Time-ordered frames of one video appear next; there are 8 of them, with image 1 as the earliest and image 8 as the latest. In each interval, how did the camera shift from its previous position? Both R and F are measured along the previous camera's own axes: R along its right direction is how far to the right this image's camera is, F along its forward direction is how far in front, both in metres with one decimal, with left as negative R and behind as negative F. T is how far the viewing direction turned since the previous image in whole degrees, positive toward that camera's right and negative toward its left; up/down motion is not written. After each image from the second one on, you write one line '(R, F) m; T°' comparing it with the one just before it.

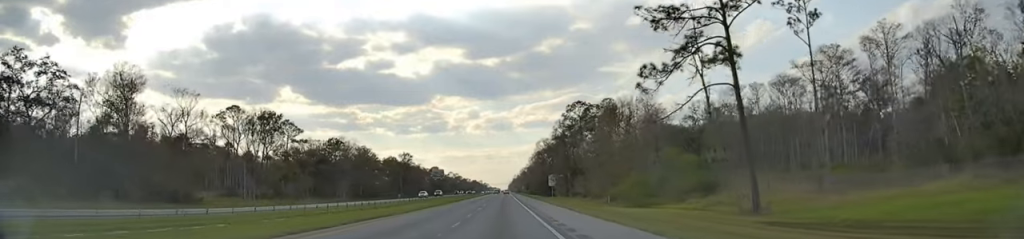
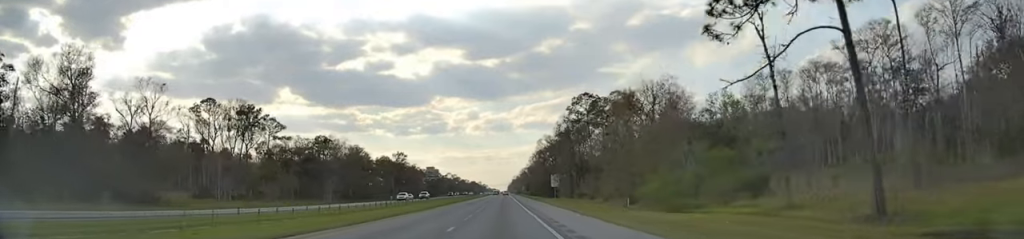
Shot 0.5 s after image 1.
(+0.1, +14.6) m; 0°
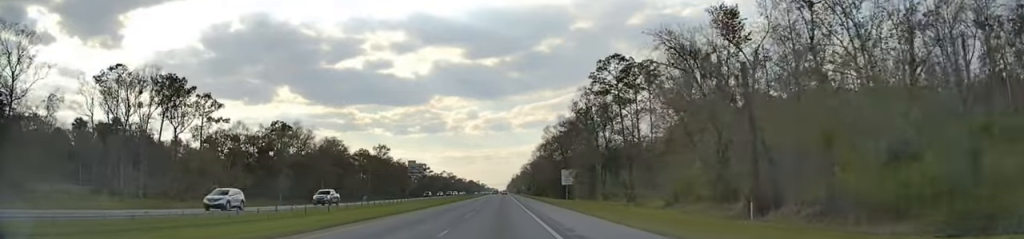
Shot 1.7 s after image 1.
(+0.2, +39.7) m; 0°
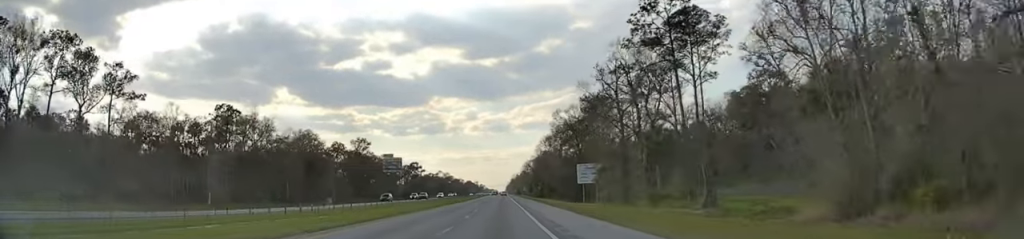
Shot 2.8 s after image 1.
(0.0, +34.5) m; 0°
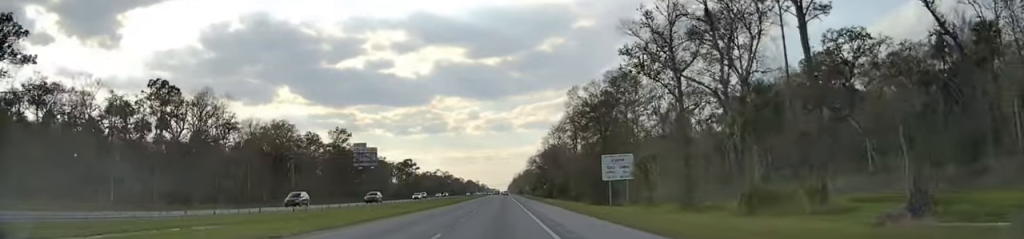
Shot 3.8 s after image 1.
(-0.1, +29.4) m; 0°
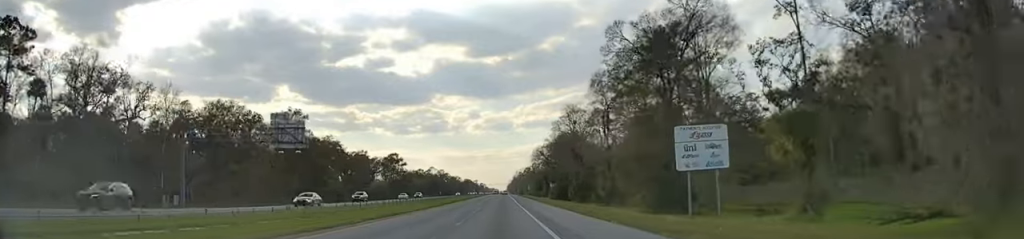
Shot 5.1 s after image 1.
(+0.1, +40.6) m; 0°
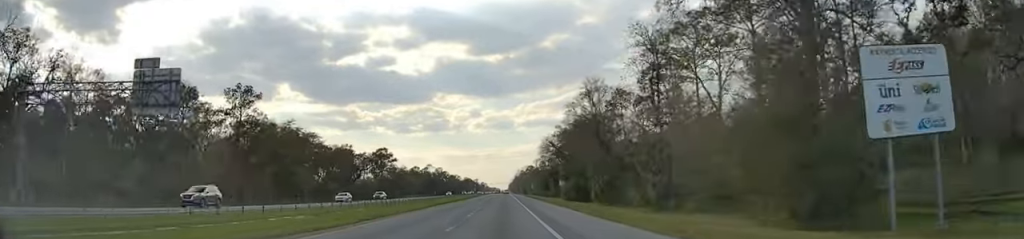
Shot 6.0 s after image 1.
(-0.2, +29.0) m; 0°
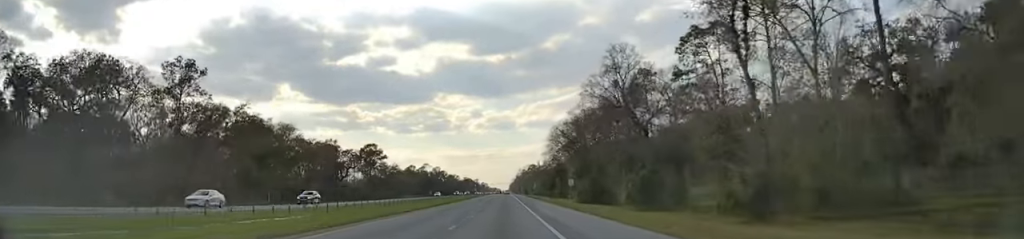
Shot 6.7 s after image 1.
(+0.1, +22.7) m; 0°
